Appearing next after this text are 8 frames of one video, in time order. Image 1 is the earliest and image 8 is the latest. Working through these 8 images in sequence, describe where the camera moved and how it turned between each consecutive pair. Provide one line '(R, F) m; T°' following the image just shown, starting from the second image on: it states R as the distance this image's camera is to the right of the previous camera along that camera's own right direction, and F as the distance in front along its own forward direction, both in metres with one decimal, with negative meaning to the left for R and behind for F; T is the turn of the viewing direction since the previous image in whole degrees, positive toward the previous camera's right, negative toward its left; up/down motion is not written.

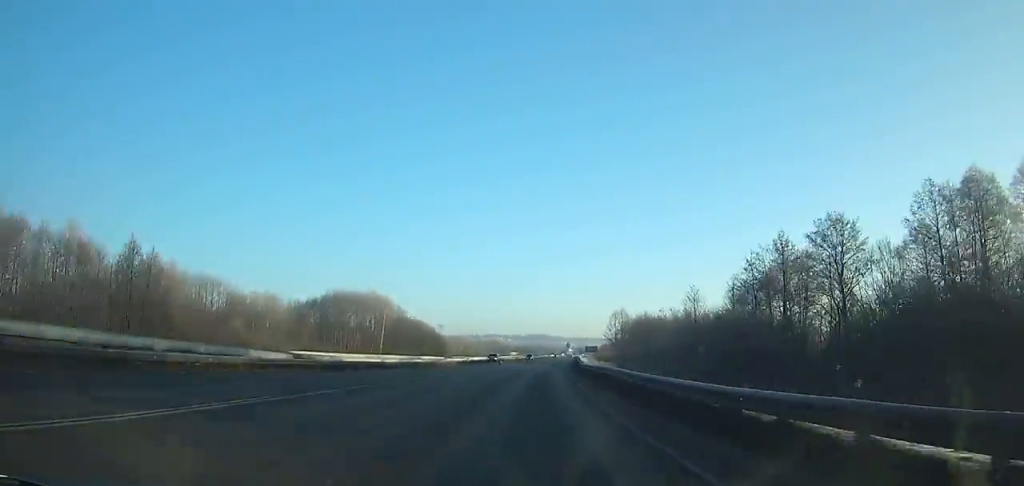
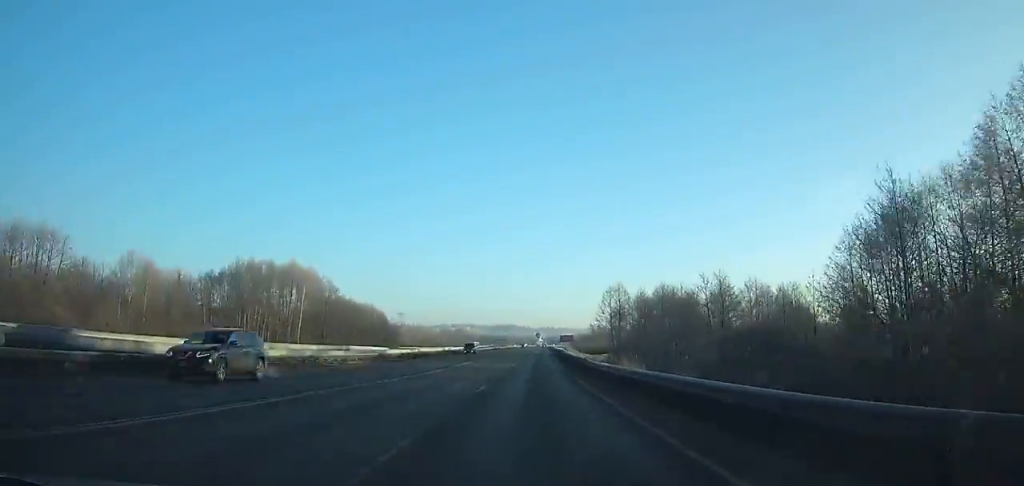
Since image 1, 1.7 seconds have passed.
(+1.3, +34.2) m; +2°
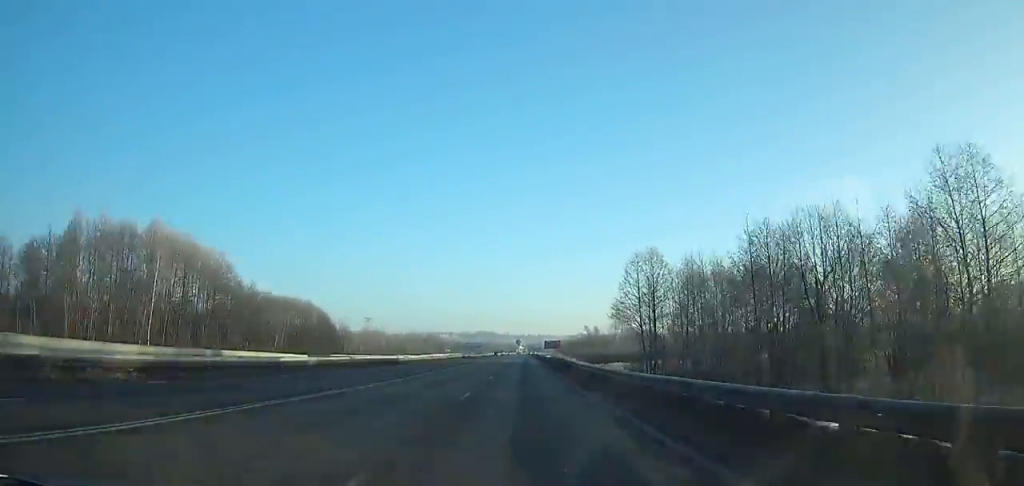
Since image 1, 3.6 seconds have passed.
(+0.7, +38.3) m; +1°
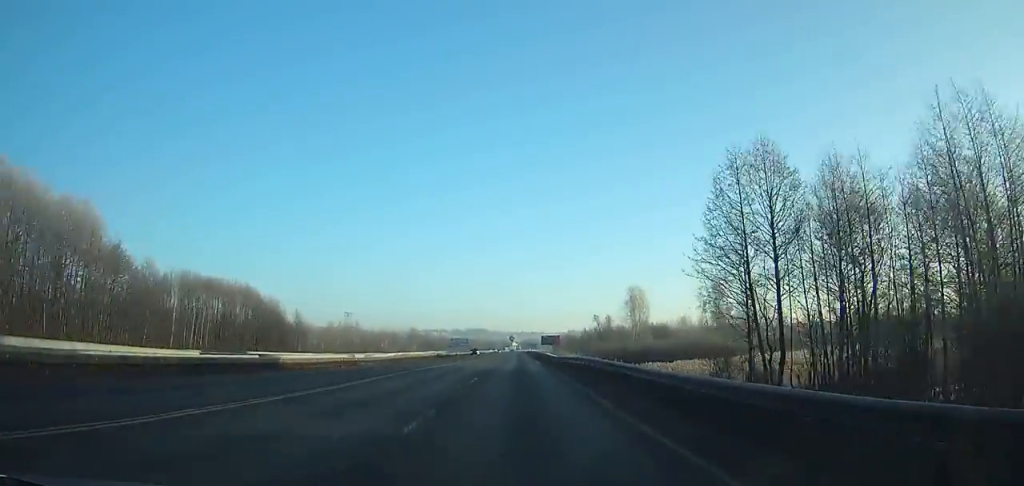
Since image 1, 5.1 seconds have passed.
(+0.3, +30.3) m; 0°
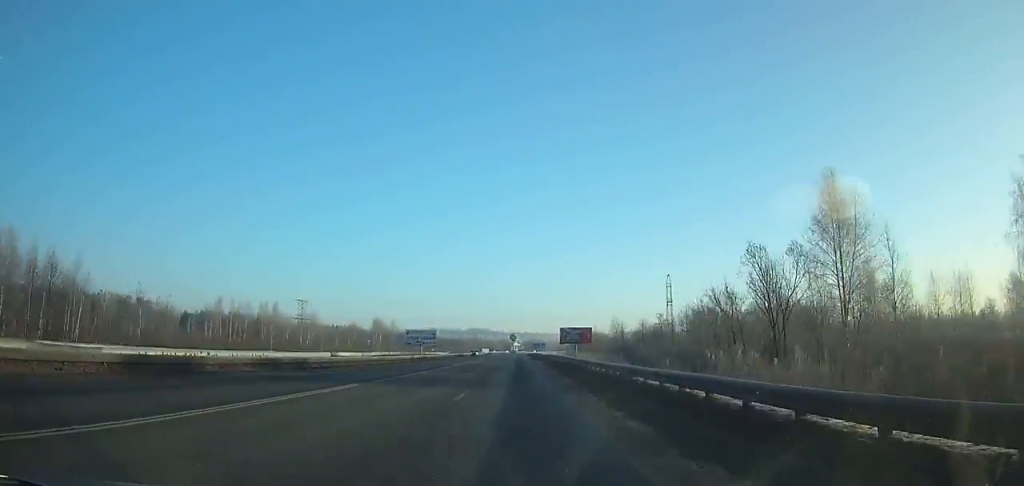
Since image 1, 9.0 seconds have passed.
(+0.2, +78.1) m; 0°
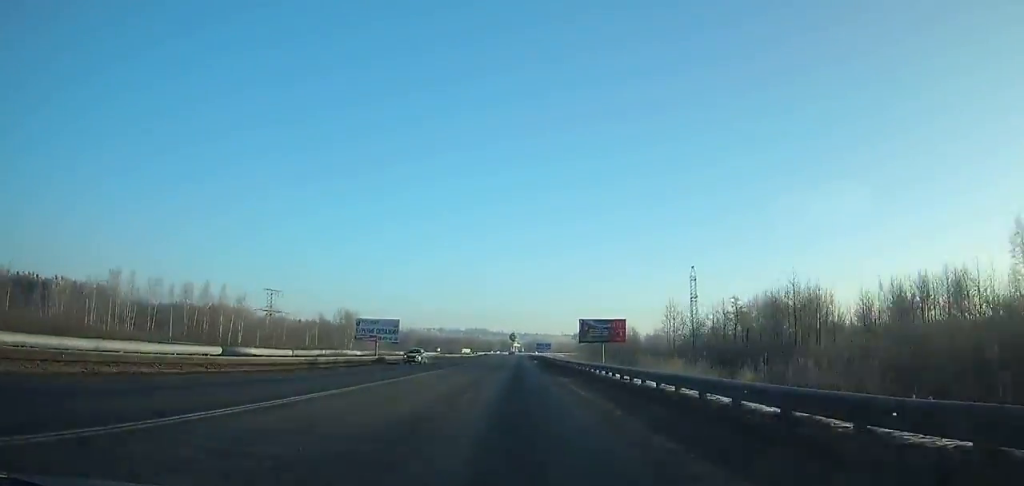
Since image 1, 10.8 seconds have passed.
(0.0, +34.7) m; 0°
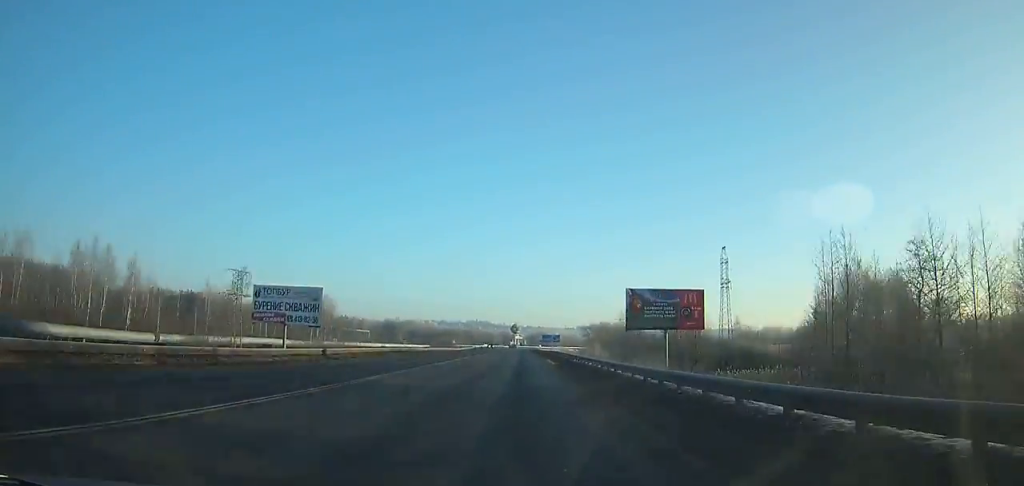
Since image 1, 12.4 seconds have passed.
(0.0, +30.4) m; 0°
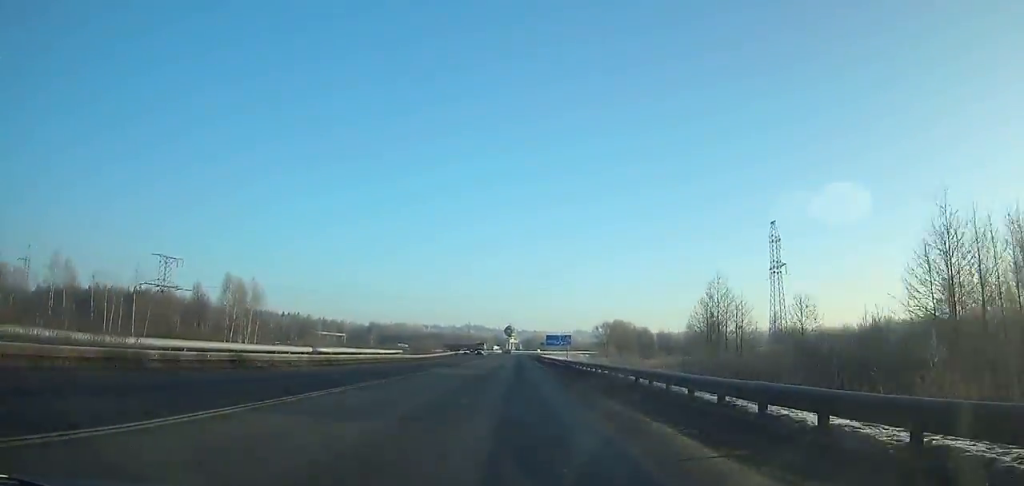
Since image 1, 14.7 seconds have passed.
(+0.2, +41.9) m; 0°
